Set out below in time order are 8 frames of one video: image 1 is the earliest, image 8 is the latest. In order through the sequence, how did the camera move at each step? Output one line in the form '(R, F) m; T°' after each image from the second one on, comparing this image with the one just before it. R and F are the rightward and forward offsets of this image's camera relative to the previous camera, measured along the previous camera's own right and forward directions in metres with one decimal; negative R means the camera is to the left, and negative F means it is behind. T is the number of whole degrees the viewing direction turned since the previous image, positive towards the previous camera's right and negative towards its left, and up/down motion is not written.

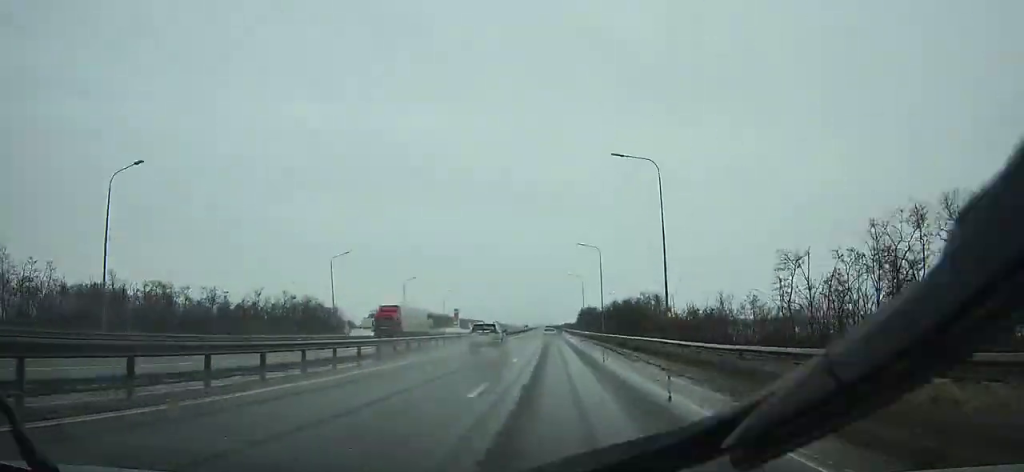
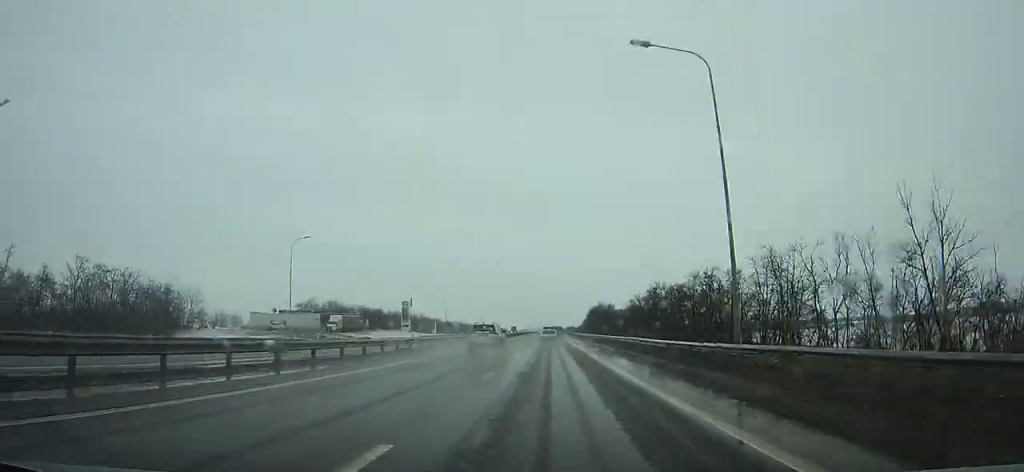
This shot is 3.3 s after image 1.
(0.0, +89.8) m; 0°
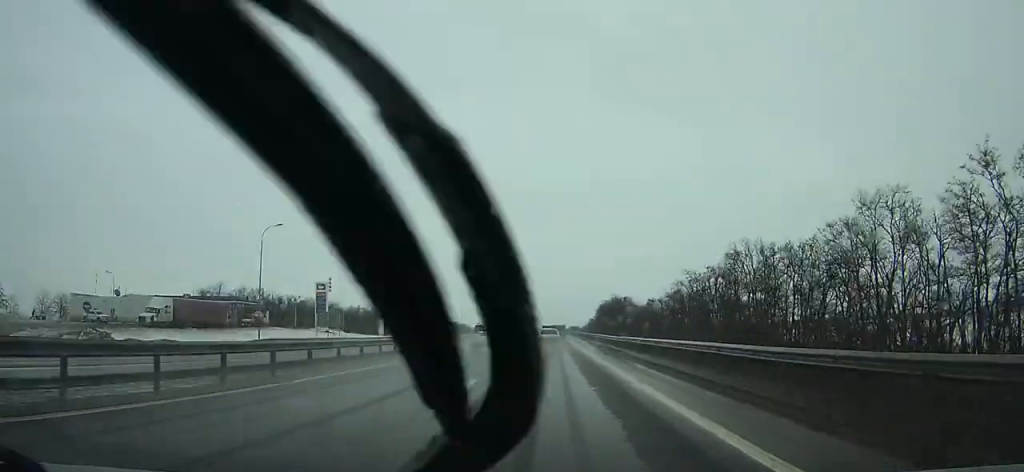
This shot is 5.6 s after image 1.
(-0.2, +62.3) m; 0°
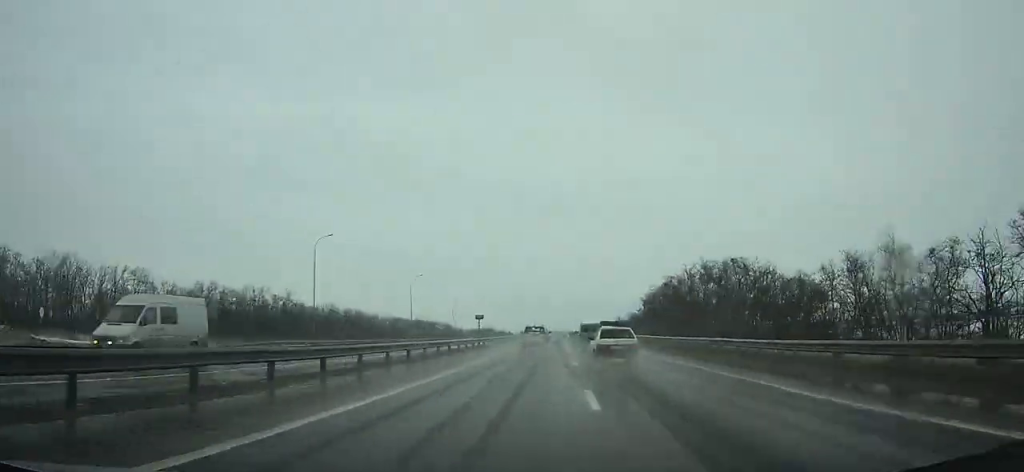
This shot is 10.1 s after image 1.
(-1.1, +122.0) m; 0°
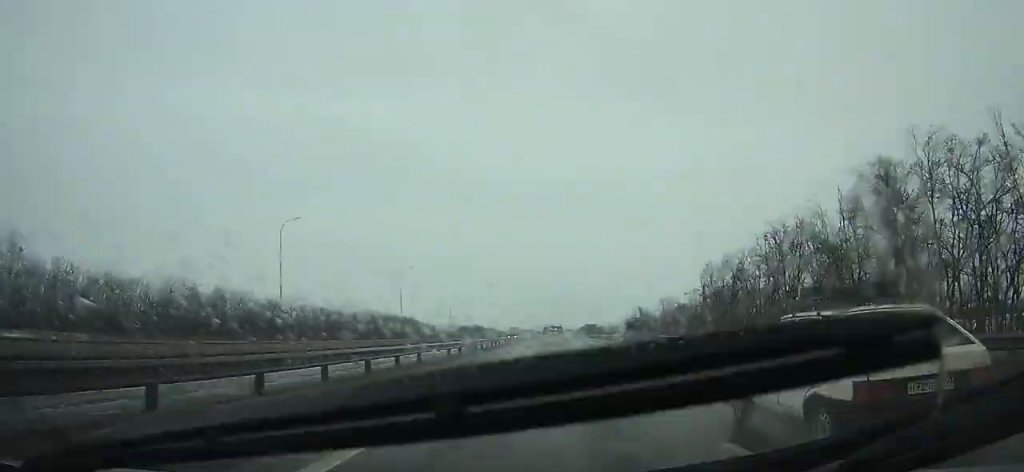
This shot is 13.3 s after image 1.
(+0.4, +87.7) m; 0°
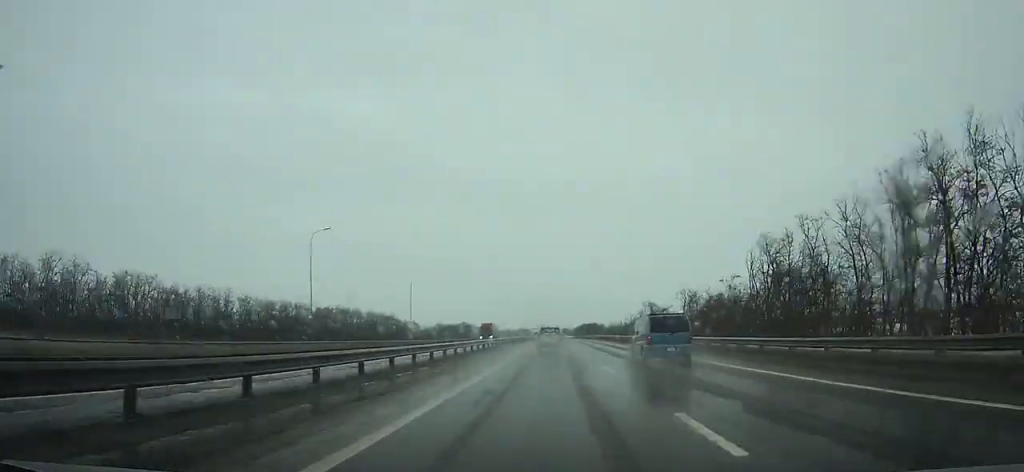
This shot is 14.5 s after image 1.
(+0.1, +33.2) m; 0°
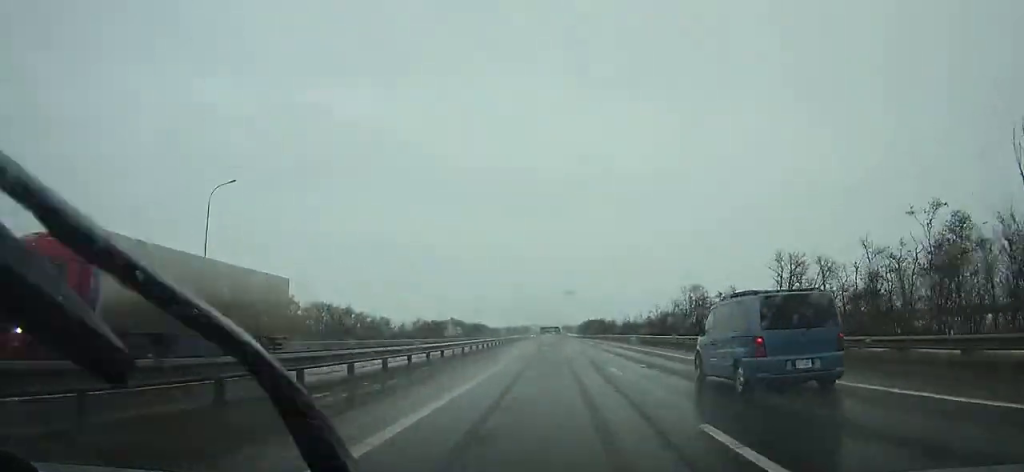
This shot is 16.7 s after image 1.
(+0.1, +61.0) m; 0°
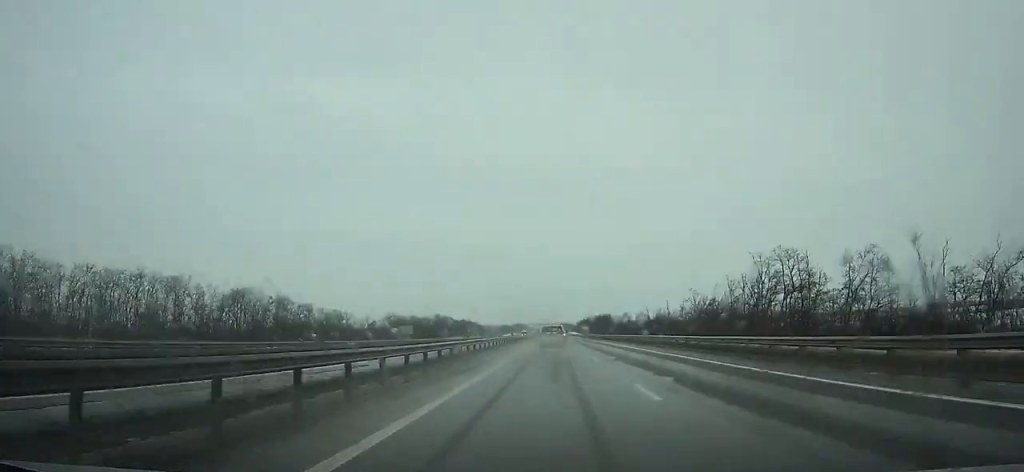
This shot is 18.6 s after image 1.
(+0.3, +53.1) m; +1°
